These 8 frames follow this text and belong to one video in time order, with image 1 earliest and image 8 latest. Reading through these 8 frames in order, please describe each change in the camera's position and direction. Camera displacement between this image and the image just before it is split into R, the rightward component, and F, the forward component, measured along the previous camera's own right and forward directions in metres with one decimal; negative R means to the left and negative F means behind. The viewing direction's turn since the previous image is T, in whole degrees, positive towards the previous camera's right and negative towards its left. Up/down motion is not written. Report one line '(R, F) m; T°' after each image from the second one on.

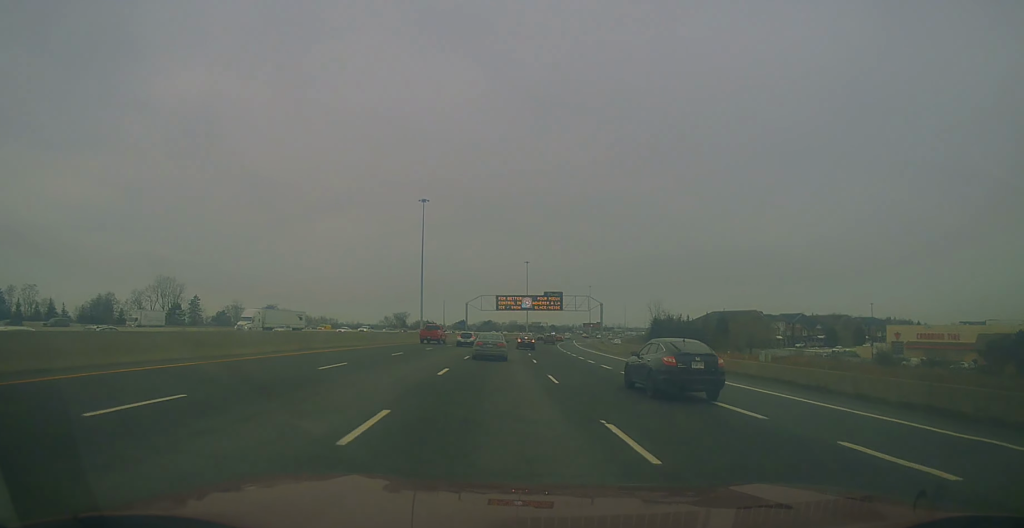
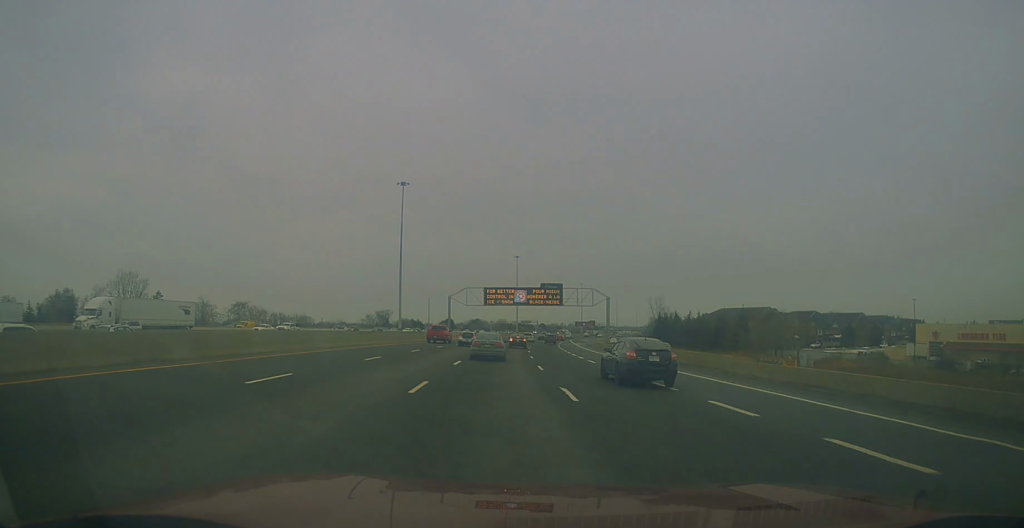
(+0.3, +17.8) m; +1°
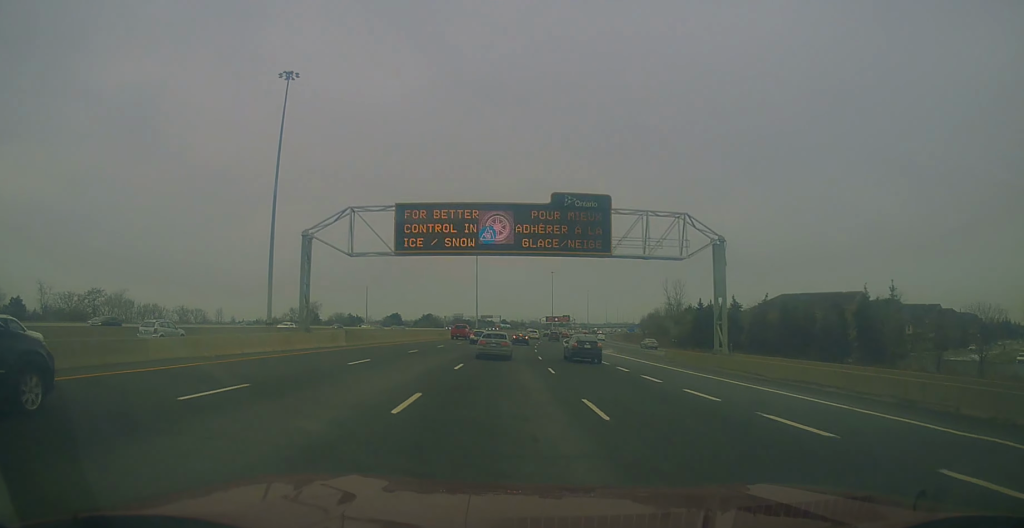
(+2.4, +63.0) m; +5°
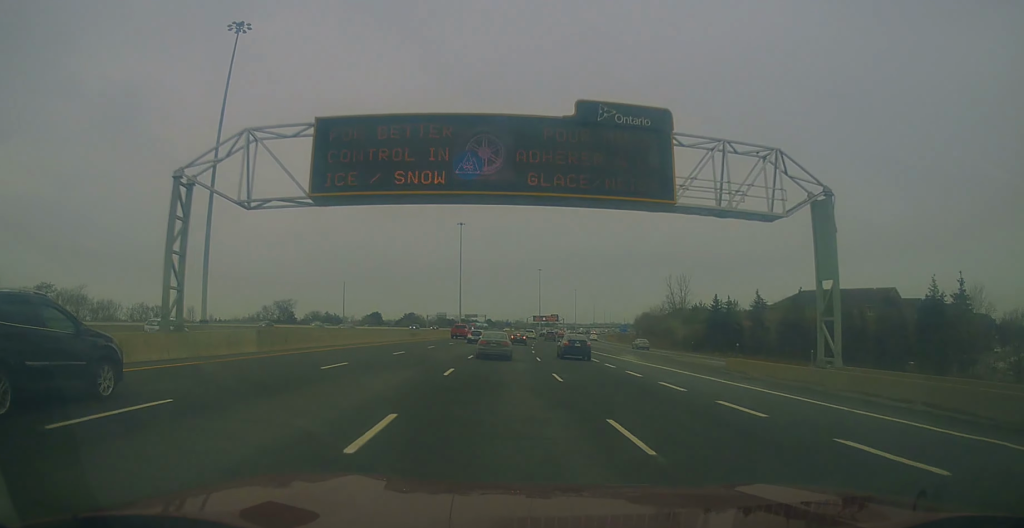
(+0.3, +15.1) m; +1°
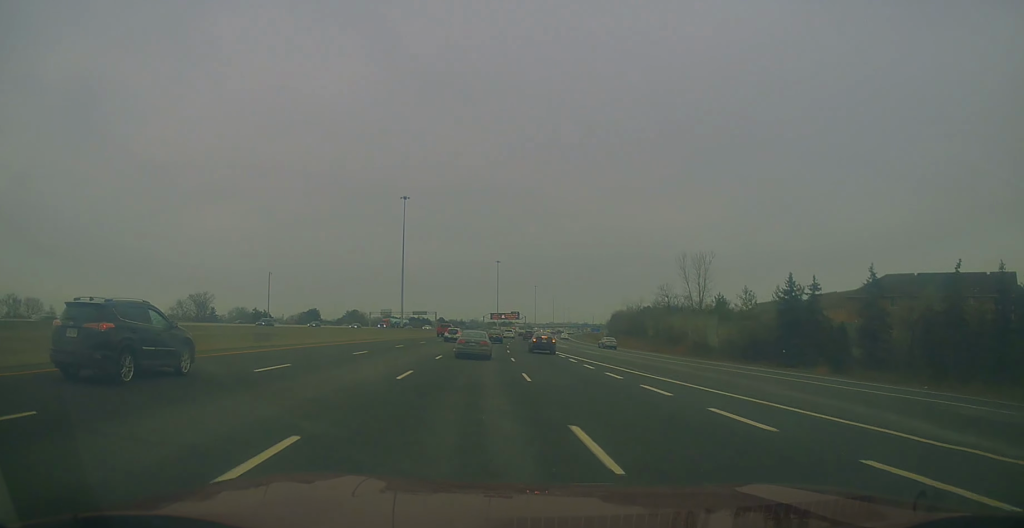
(+0.7, +38.4) m; +3°
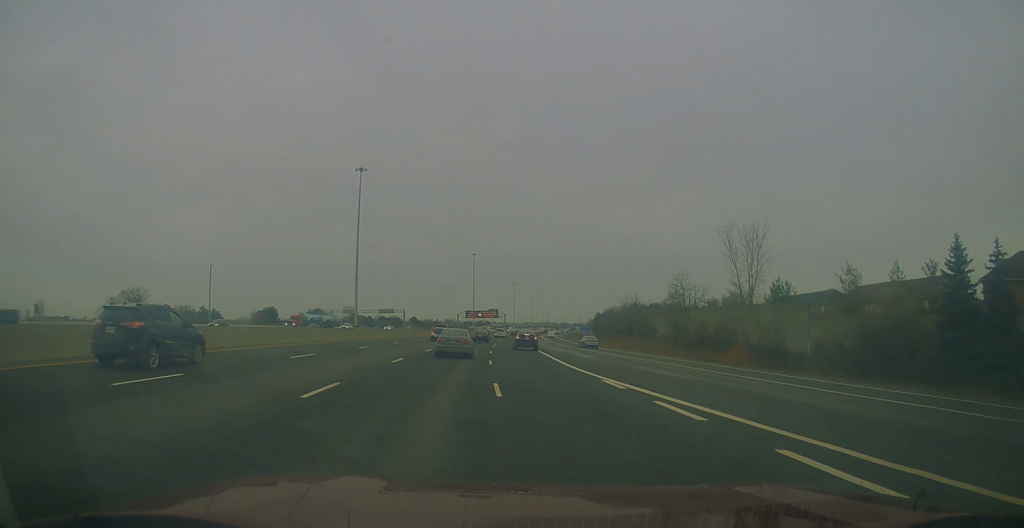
(+0.8, +29.5) m; +3°
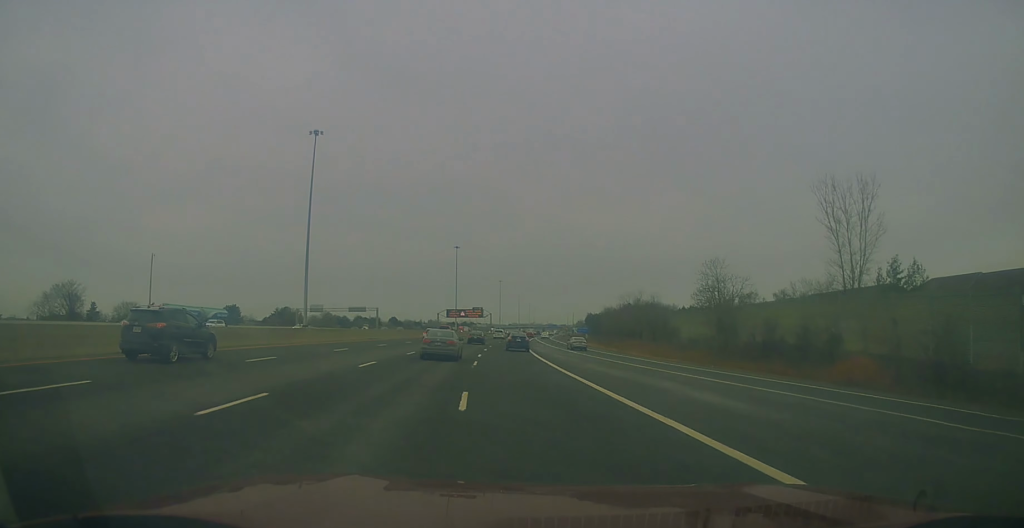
(+0.5, +26.9) m; +2°
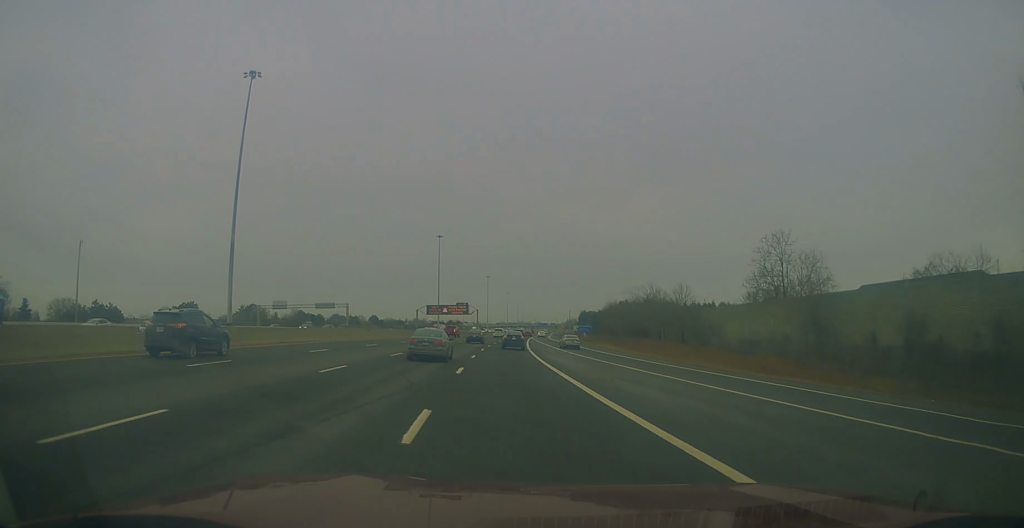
(+0.4, +27.2) m; +1°
